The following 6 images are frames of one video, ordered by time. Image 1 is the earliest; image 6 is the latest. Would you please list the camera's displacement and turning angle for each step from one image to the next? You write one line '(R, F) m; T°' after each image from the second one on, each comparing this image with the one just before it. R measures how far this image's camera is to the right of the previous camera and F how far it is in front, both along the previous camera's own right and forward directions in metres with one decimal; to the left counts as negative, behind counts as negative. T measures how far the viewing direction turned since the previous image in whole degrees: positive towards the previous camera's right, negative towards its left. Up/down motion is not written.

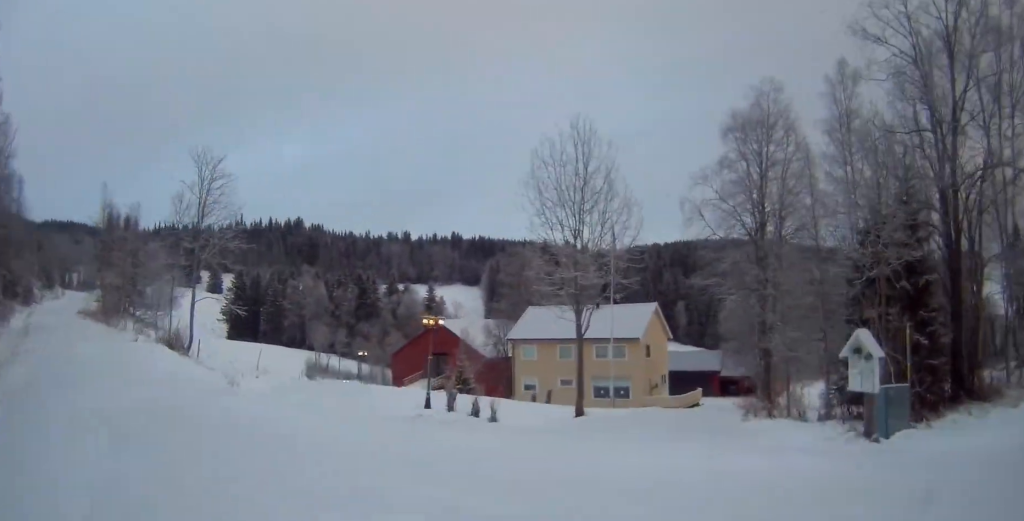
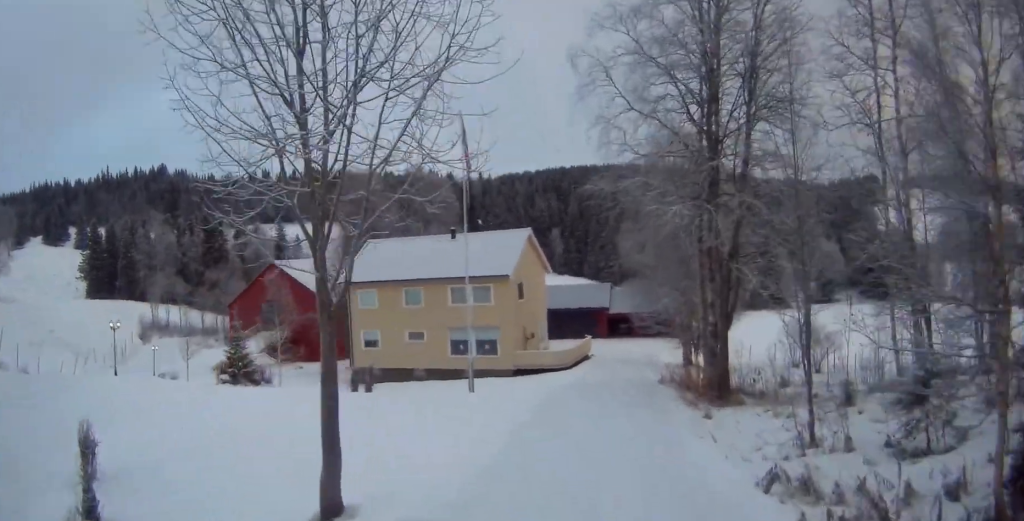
(+1.7, +13.2) m; +10°
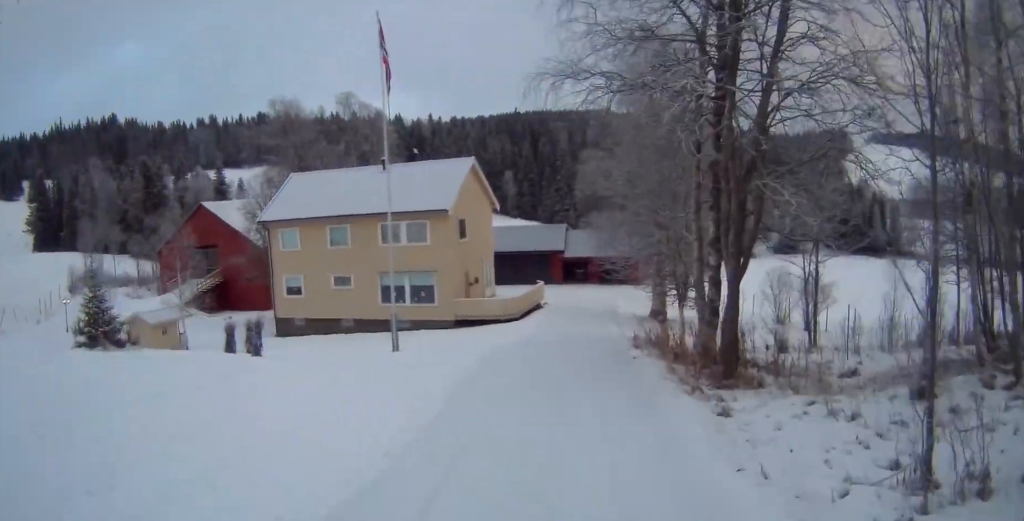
(0.0, +5.2) m; +2°
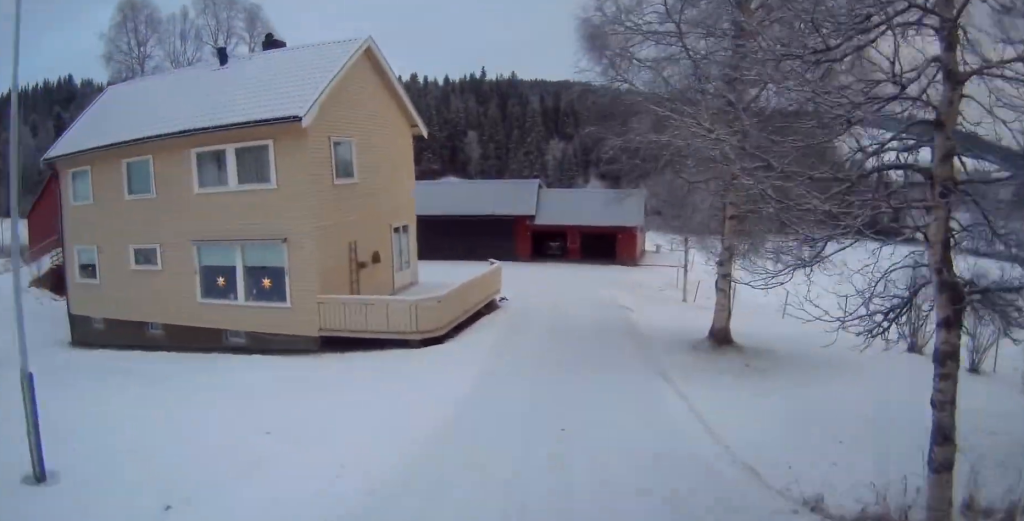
(-0.3, +17.2) m; +2°
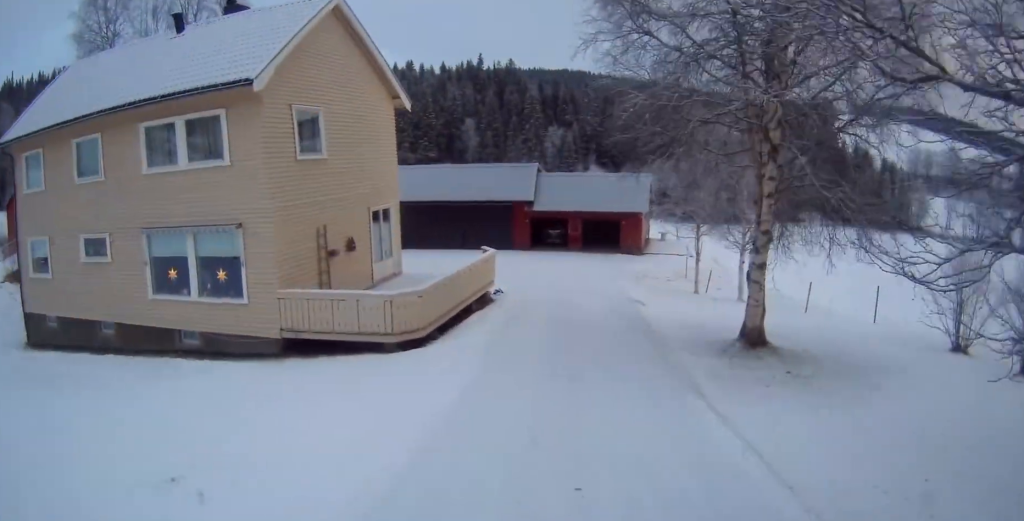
(+0.1, +3.0) m; +3°
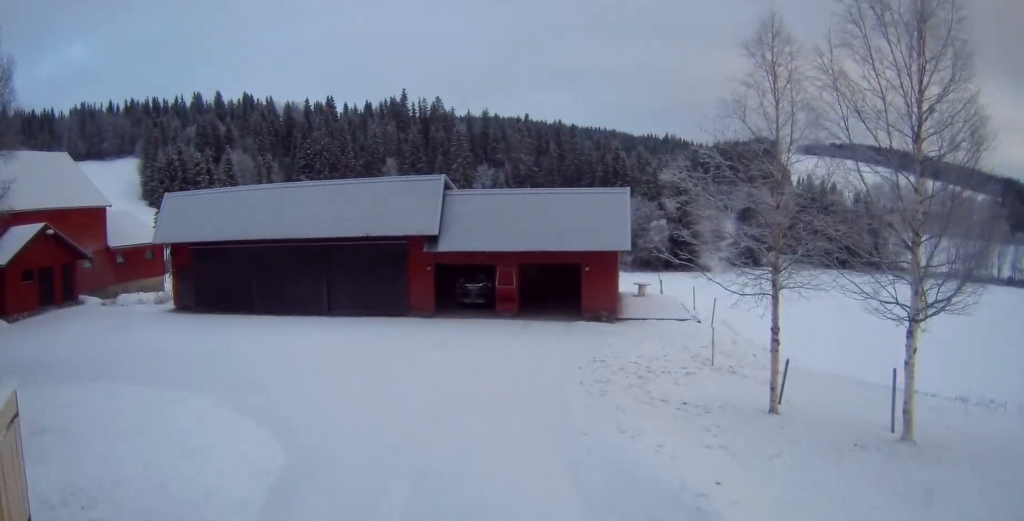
(-0.3, +16.0) m; -7°
